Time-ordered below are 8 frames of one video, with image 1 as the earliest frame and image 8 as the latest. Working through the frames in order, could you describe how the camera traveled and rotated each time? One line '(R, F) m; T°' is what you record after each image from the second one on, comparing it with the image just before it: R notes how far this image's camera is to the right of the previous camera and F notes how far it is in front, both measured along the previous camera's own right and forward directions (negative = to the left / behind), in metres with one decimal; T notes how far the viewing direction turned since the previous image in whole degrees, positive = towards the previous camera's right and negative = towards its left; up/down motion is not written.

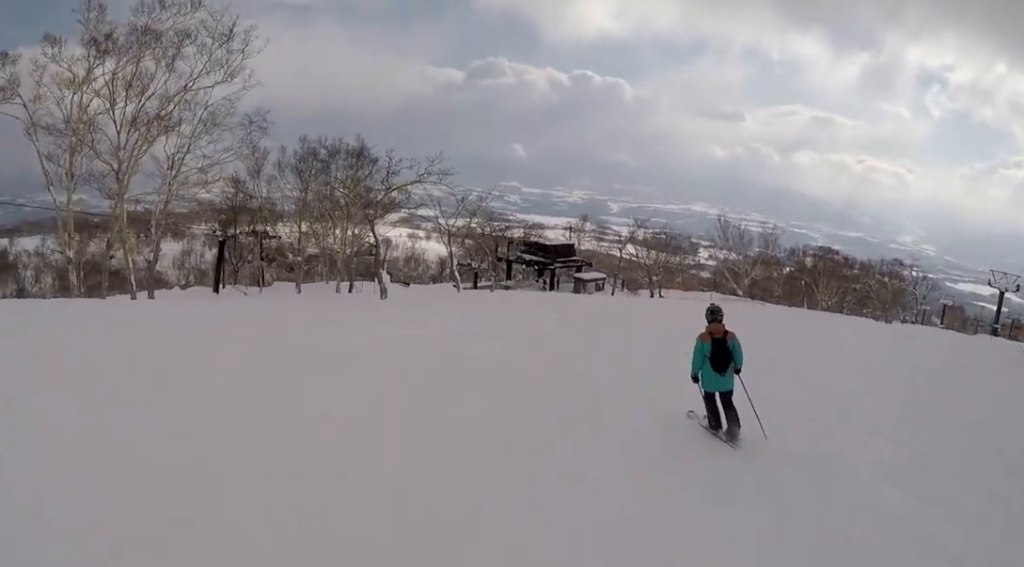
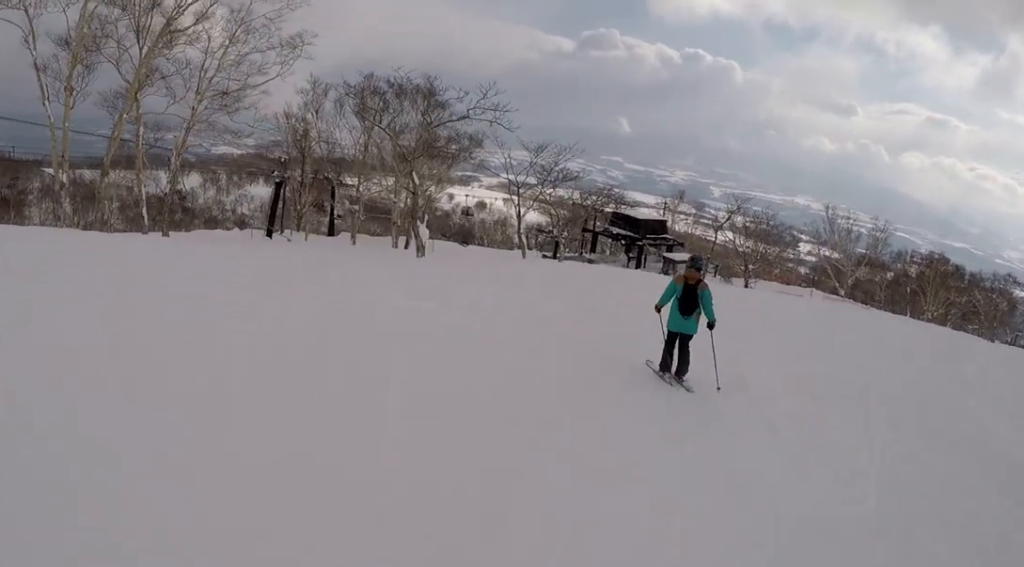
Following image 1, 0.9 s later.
(-0.4, +6.0) m; -4°
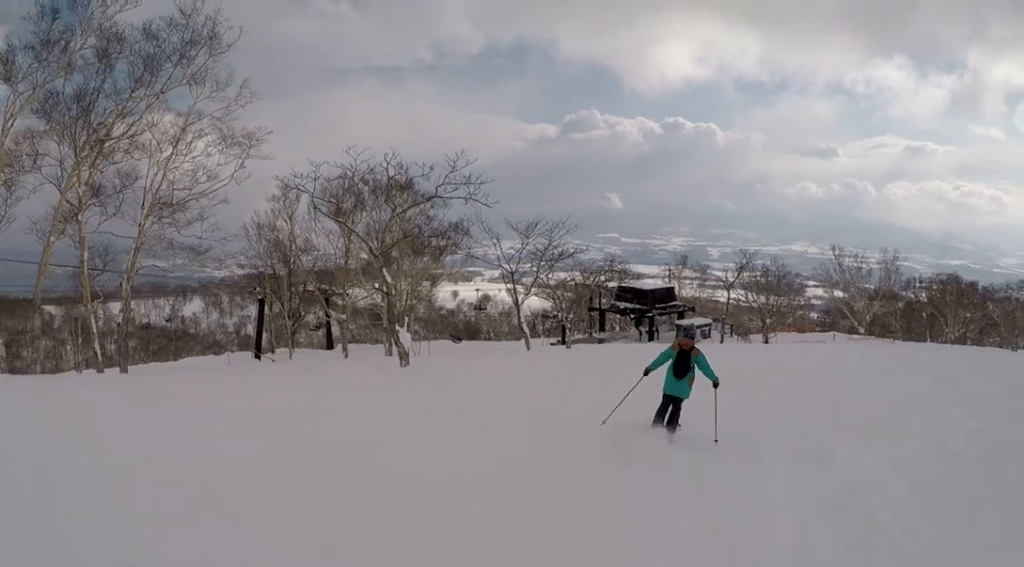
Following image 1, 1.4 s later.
(0.0, +4.2) m; 0°
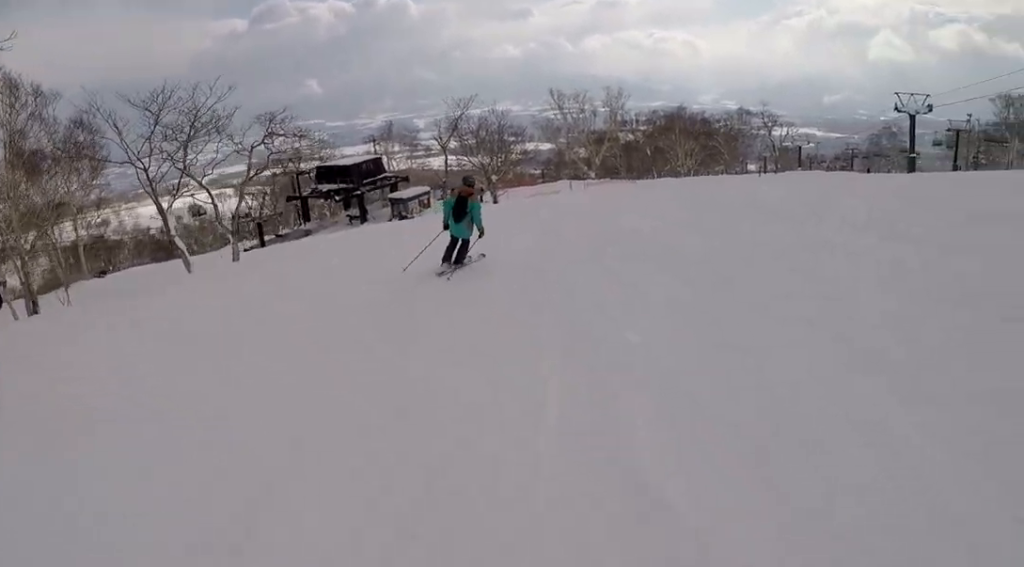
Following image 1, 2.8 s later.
(+0.9, +9.2) m; +13°
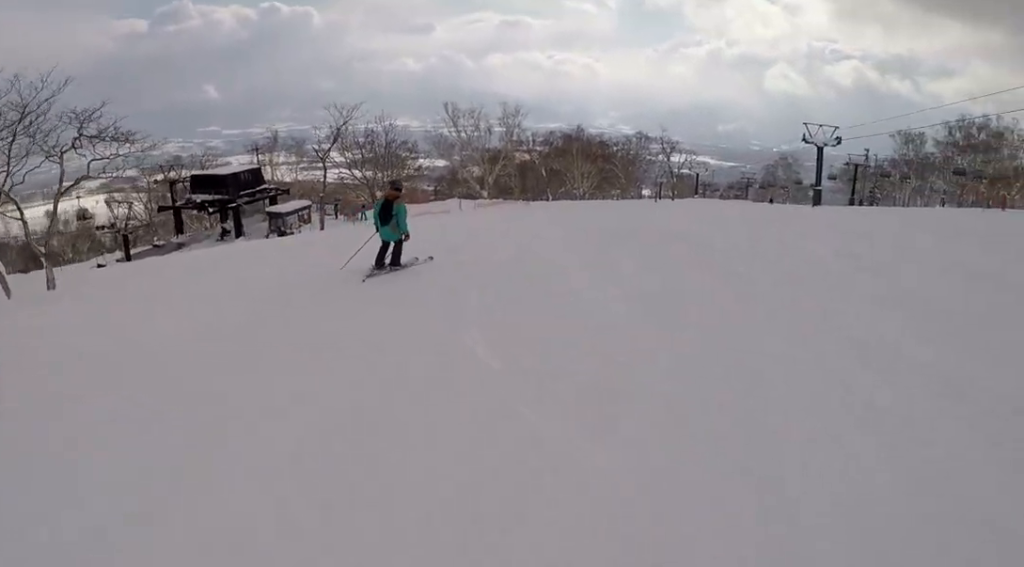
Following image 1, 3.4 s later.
(+0.4, +3.8) m; +6°
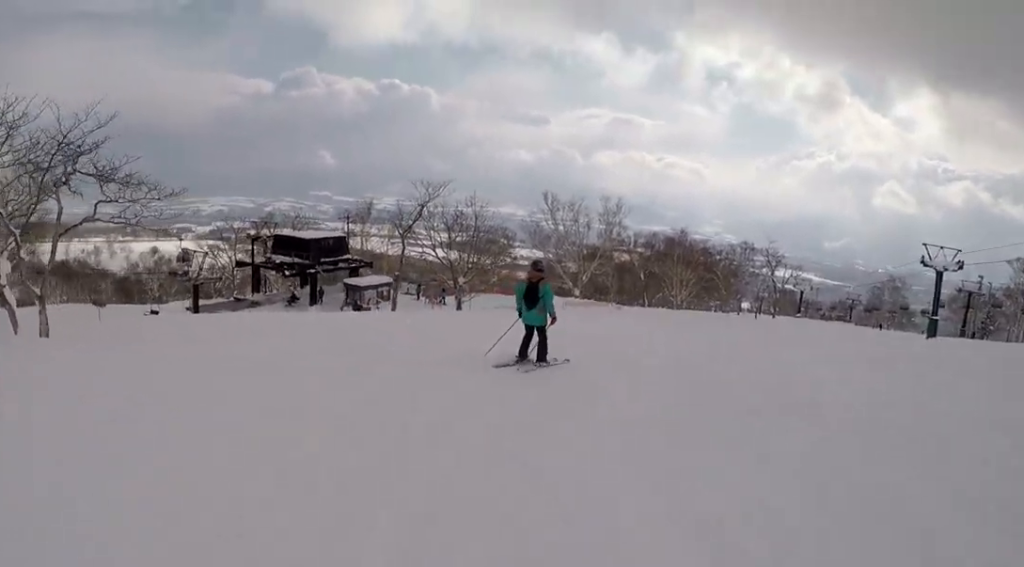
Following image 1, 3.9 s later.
(0.0, +3.7) m; -5°
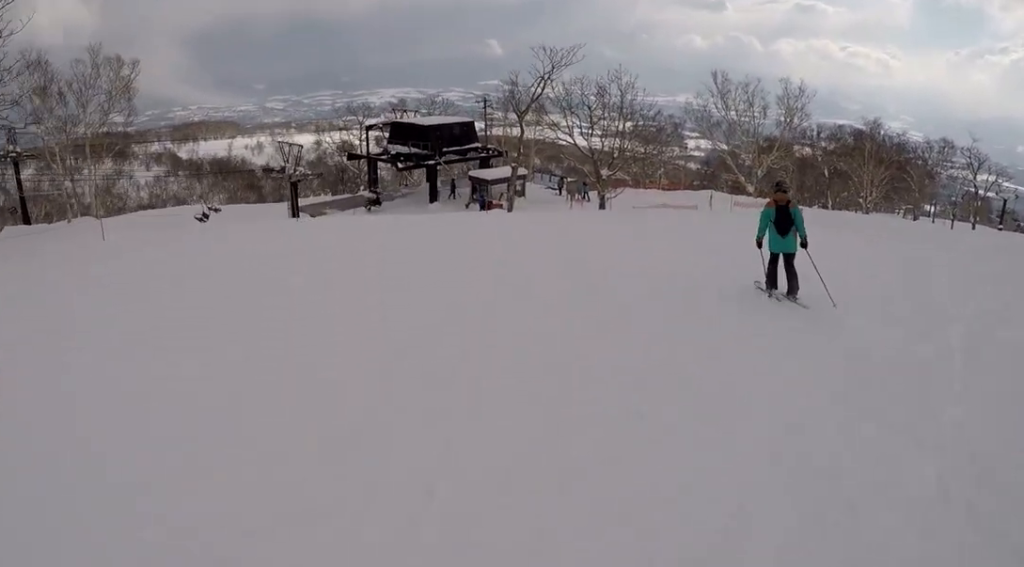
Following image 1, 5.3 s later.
(-1.1, +8.4) m; -4°
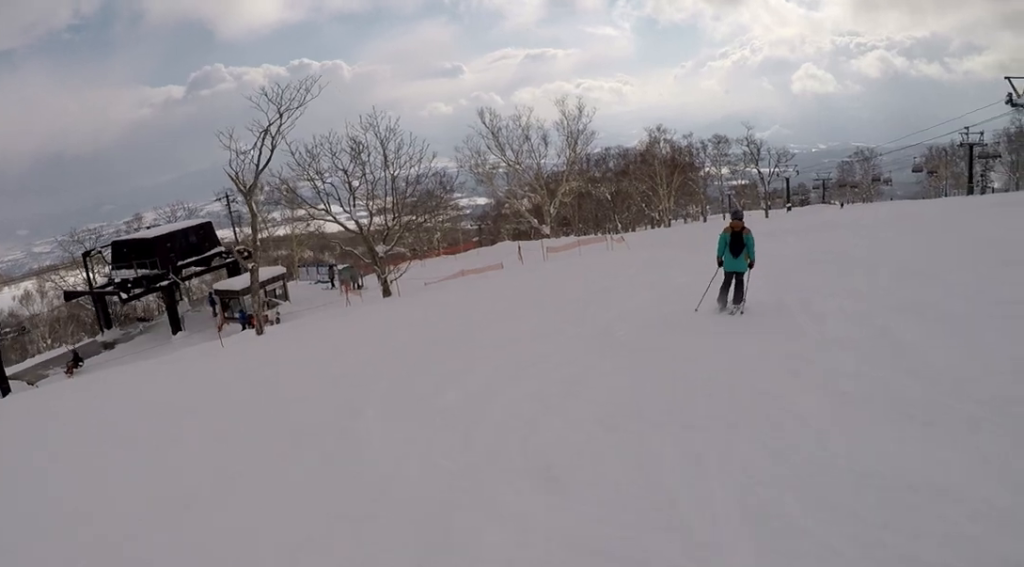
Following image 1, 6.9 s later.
(+1.4, +10.2) m; +17°
